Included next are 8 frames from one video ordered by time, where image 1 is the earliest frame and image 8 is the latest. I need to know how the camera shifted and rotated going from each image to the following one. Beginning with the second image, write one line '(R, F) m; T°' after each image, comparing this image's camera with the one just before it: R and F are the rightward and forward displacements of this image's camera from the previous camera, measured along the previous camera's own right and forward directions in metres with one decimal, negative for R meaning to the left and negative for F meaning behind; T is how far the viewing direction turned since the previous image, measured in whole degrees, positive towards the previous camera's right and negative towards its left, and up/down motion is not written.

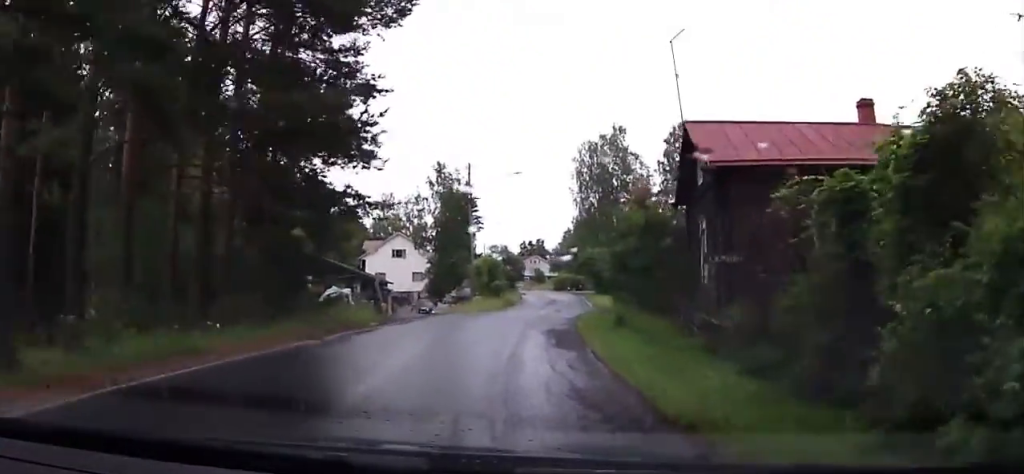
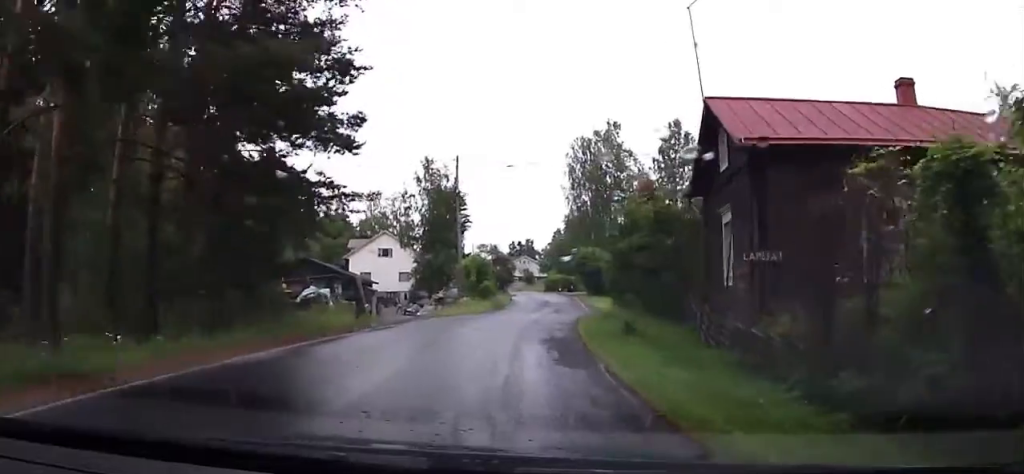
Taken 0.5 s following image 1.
(+0.2, +3.0) m; +1°
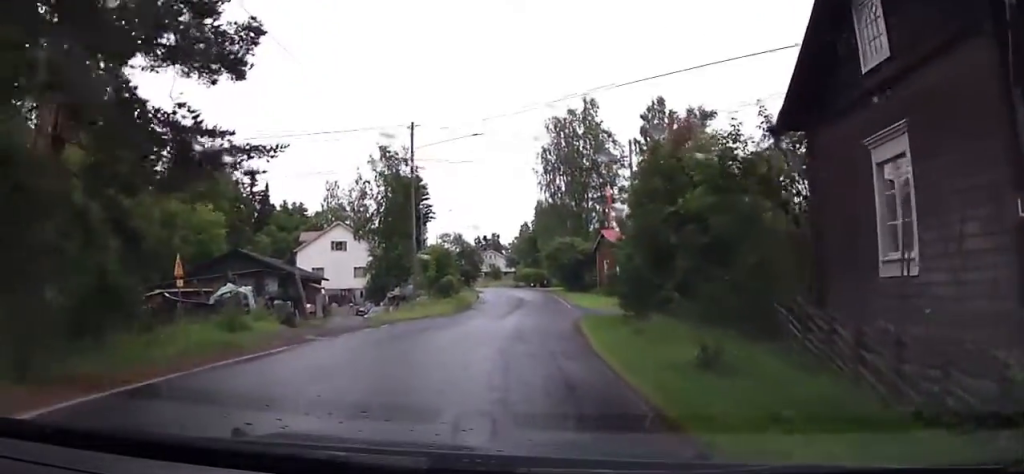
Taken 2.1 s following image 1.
(+0.4, +8.0) m; +9°
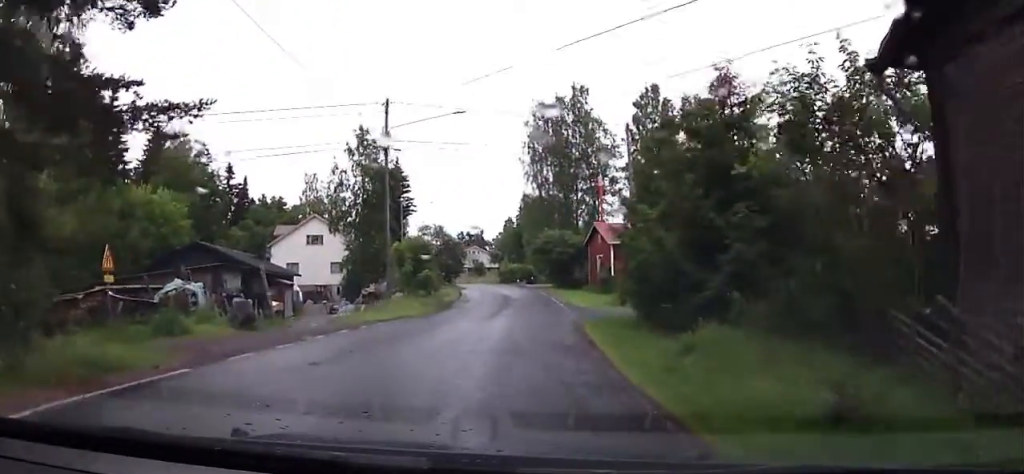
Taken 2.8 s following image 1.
(+0.2, +3.7) m; -1°
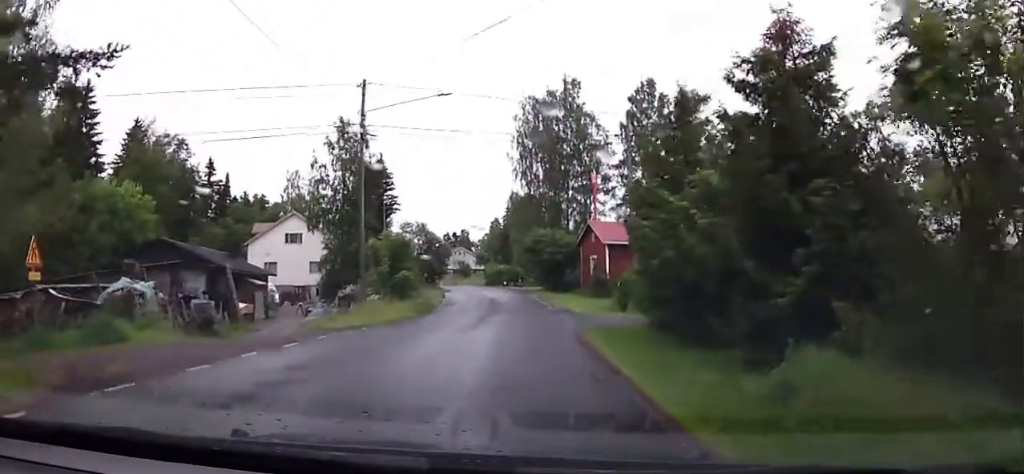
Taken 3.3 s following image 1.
(-0.1, +3.1) m; -6°
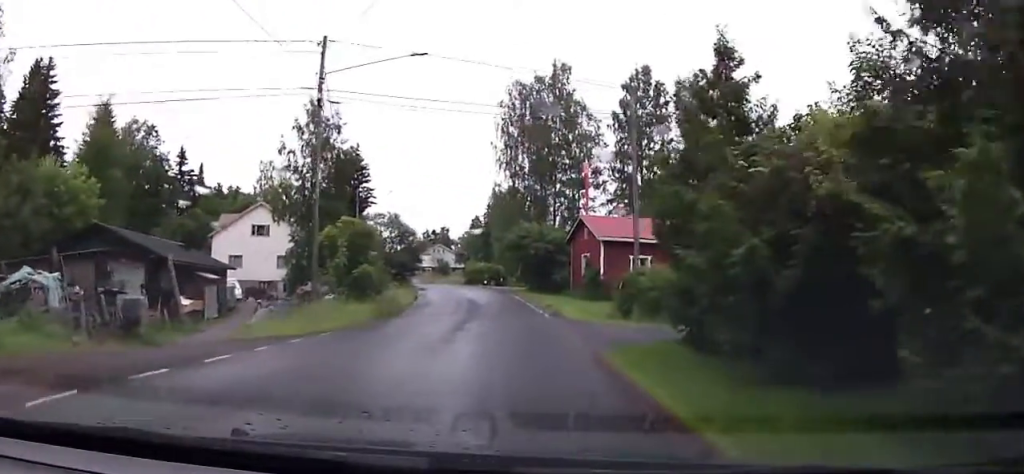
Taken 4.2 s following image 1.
(-0.4, +4.5) m; -6°
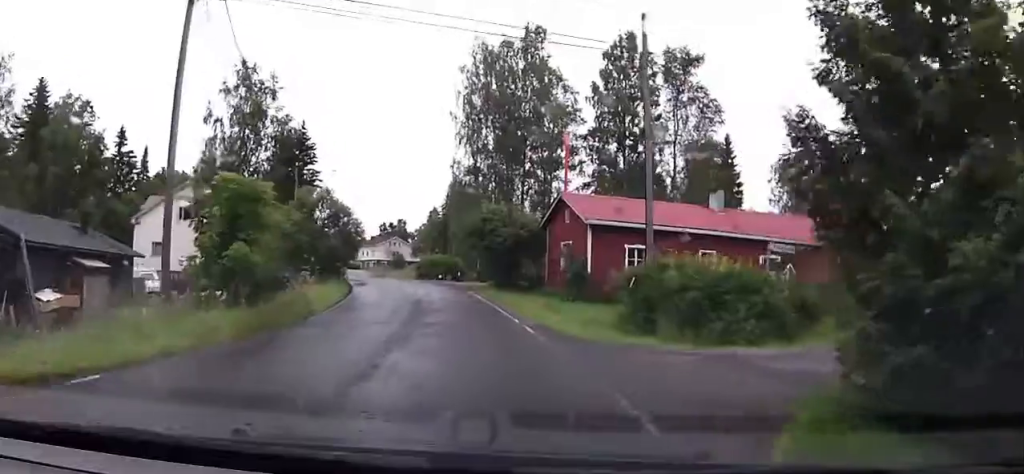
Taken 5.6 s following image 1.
(-0.3, +7.7) m; -2°
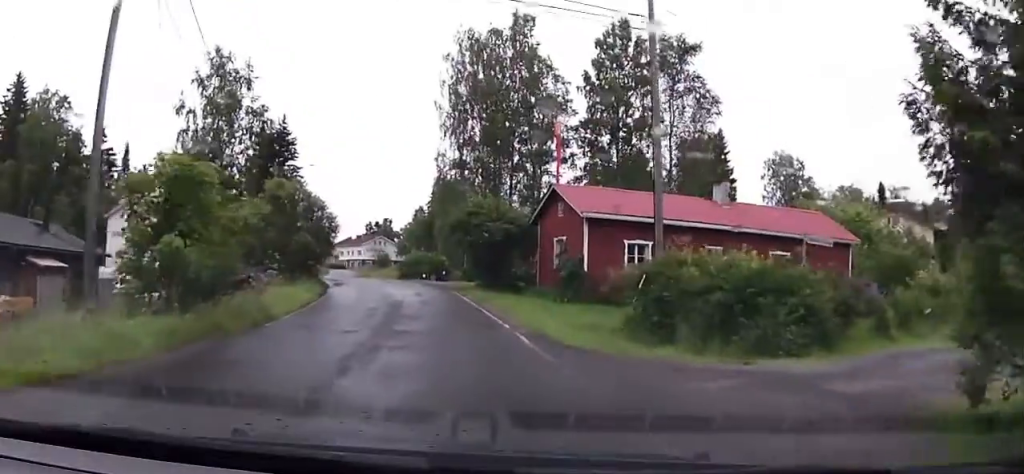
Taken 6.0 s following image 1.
(0.0, +2.4) m; +2°
